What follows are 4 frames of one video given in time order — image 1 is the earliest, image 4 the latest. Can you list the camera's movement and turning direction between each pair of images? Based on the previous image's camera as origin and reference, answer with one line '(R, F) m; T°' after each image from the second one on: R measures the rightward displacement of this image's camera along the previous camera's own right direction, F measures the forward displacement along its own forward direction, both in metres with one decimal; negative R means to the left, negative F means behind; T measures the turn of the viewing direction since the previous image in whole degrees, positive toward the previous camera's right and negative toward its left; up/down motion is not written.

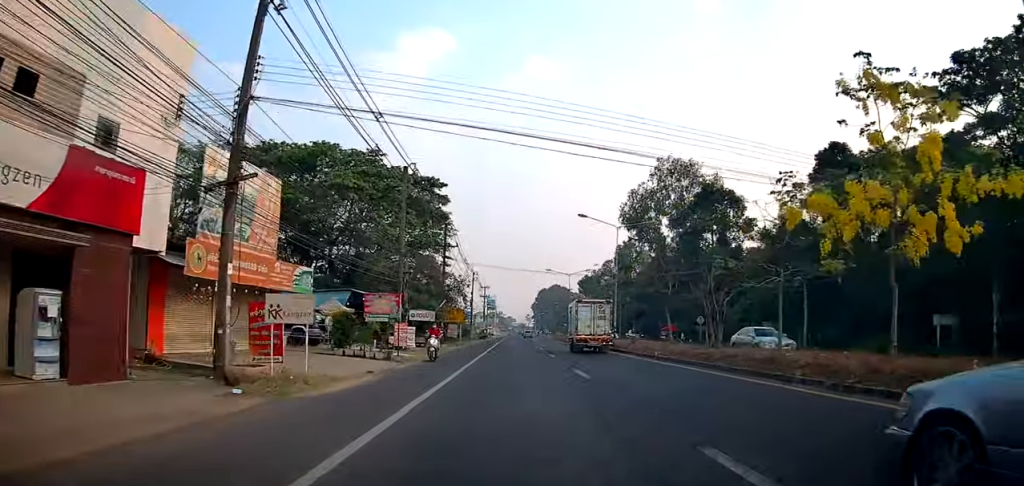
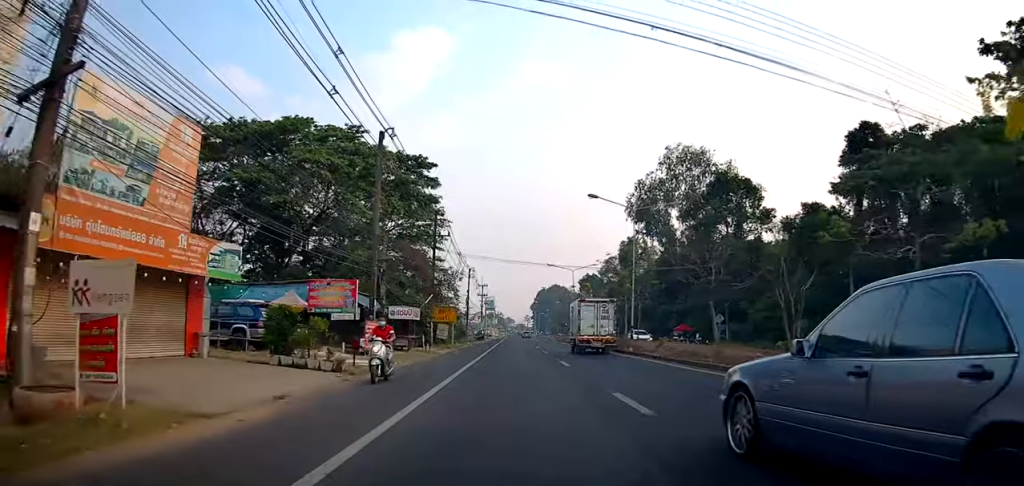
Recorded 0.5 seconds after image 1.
(0.0, +6.4) m; -2°
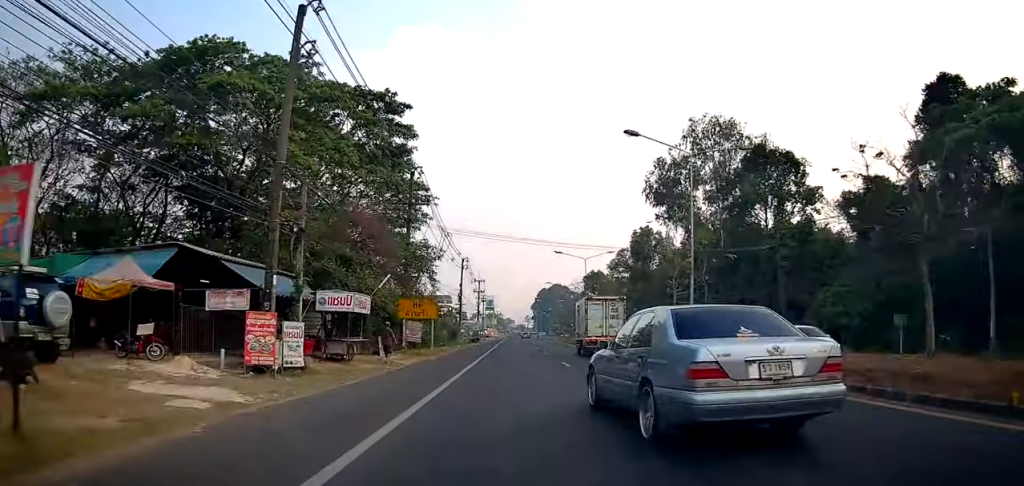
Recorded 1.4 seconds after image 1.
(-0.3, +12.0) m; -2°
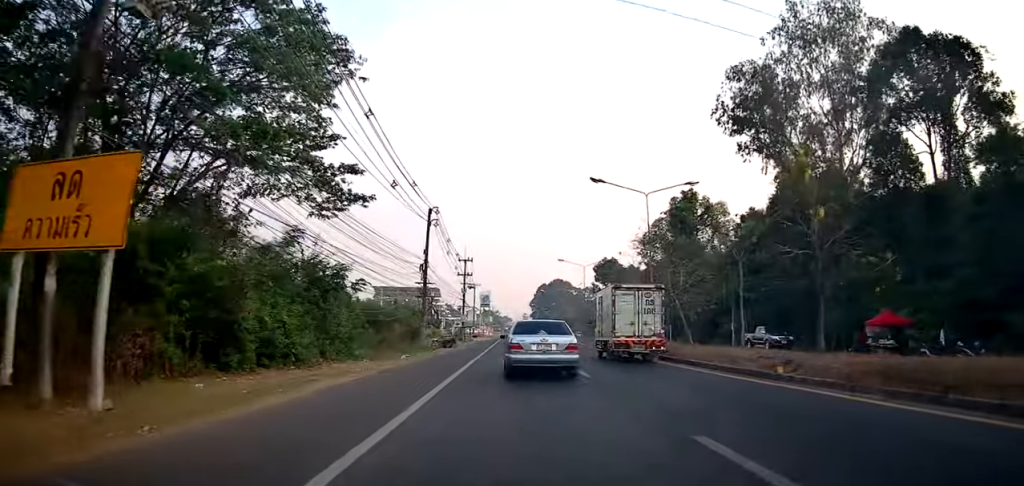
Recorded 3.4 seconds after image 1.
(+0.7, +28.3) m; +4°
